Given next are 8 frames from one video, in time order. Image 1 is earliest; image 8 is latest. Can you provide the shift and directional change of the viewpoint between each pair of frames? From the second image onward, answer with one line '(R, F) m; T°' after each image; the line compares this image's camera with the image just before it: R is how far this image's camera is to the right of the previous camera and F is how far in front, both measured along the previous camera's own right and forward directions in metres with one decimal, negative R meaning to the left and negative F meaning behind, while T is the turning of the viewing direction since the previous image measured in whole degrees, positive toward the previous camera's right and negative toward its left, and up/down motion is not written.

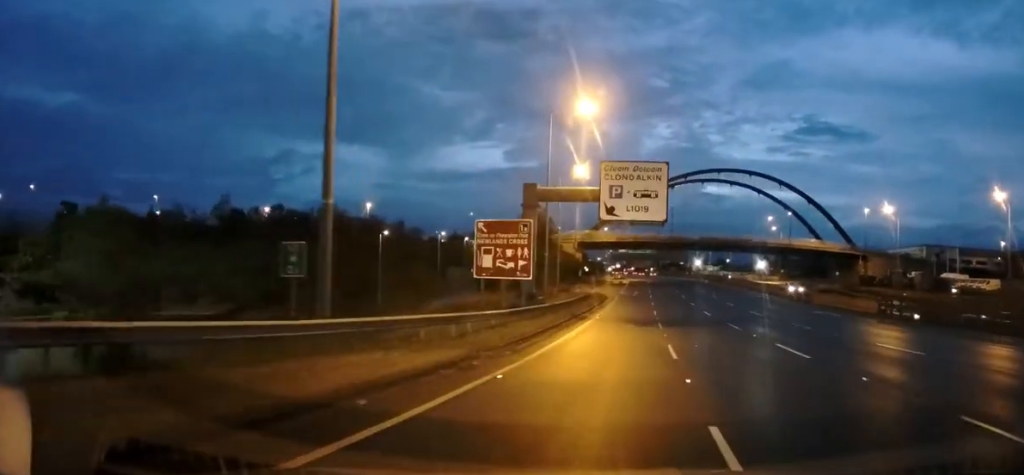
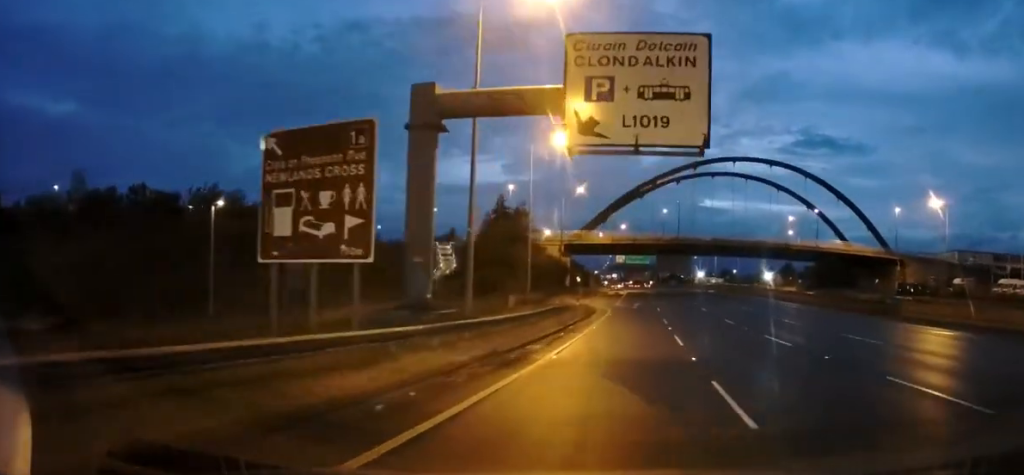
(0.0, +20.1) m; 0°
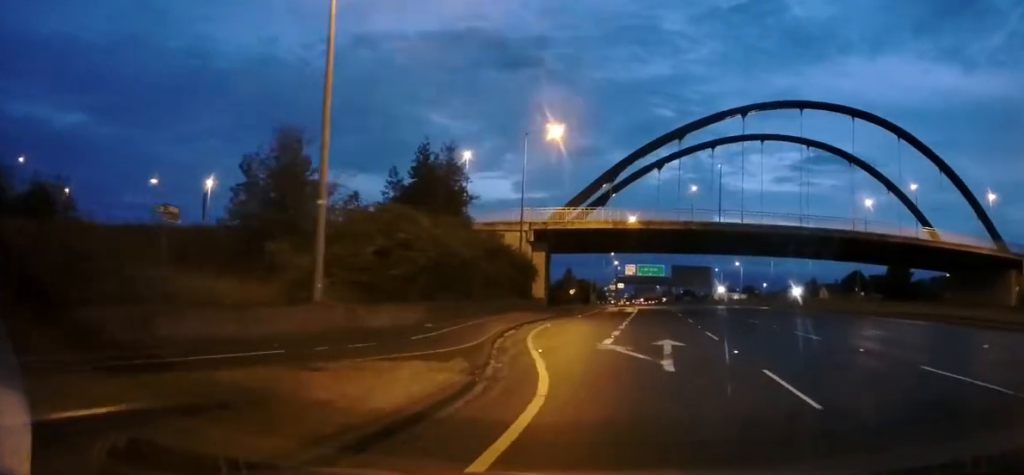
(0.0, +36.7) m; -1°
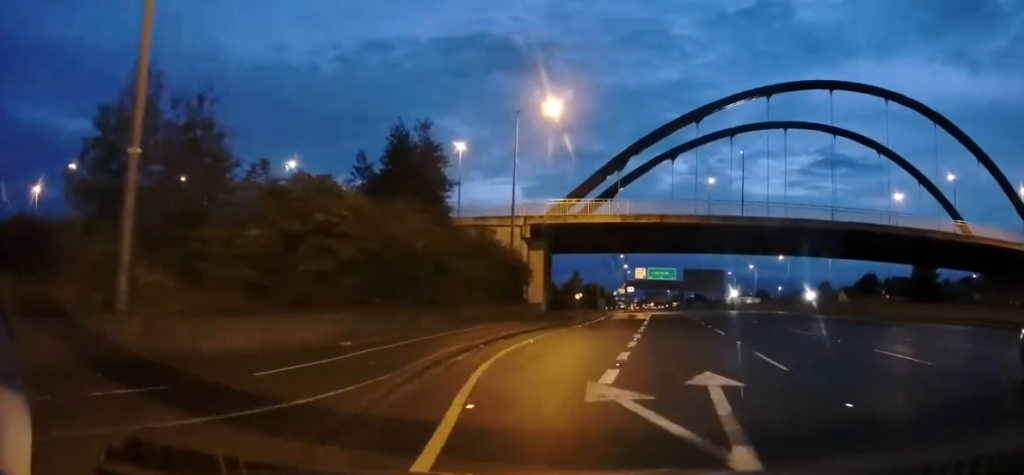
(+0.1, +7.7) m; -1°
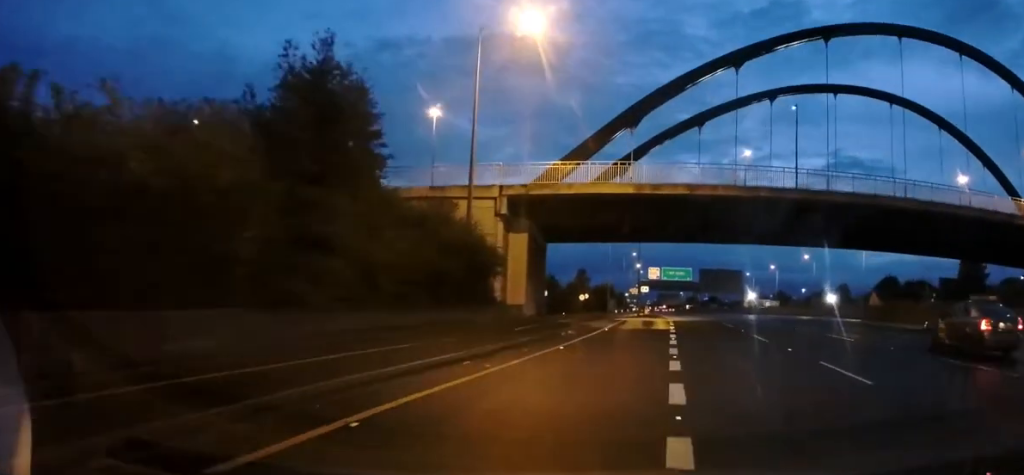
(-0.5, +13.5) m; 0°
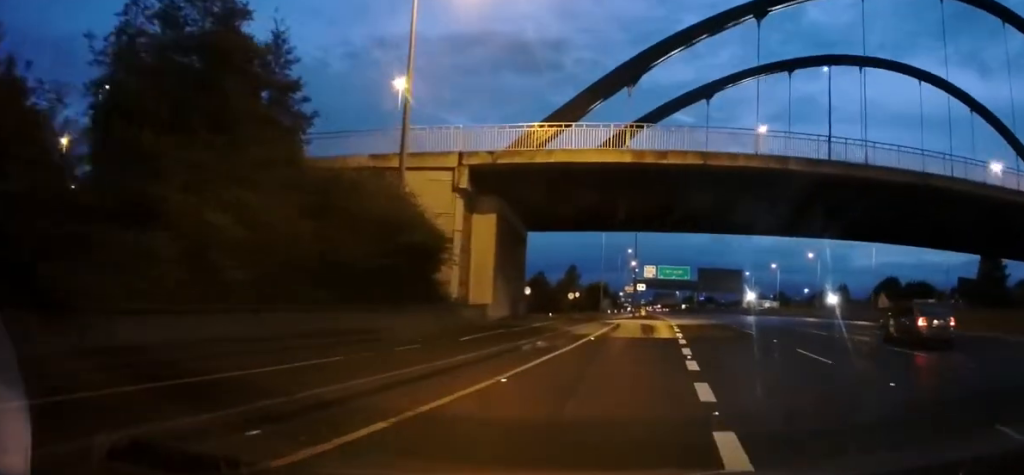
(+0.1, +7.4) m; +1°
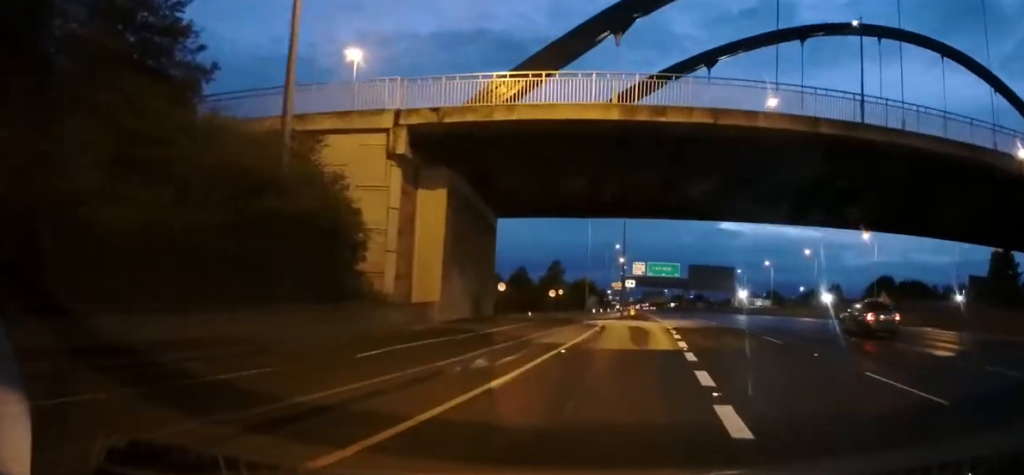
(+0.2, +6.2) m; +1°
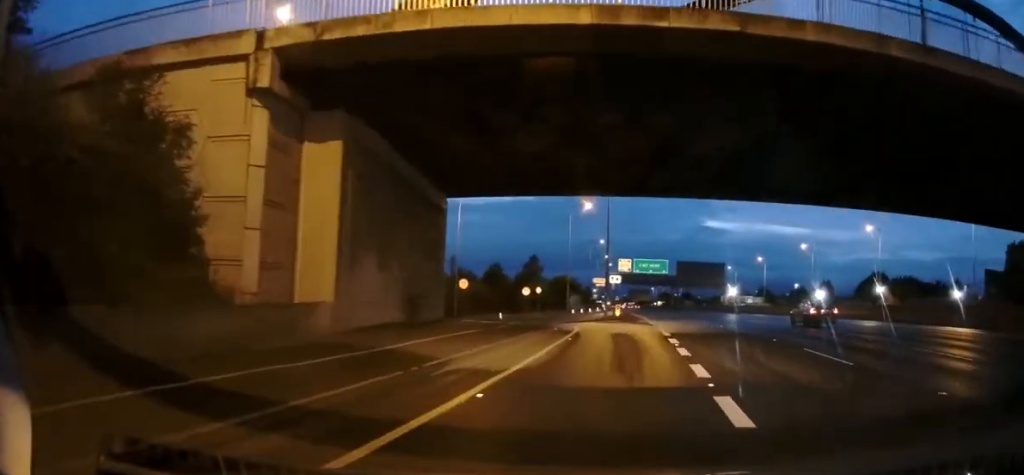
(+0.1, +7.3) m; 0°
